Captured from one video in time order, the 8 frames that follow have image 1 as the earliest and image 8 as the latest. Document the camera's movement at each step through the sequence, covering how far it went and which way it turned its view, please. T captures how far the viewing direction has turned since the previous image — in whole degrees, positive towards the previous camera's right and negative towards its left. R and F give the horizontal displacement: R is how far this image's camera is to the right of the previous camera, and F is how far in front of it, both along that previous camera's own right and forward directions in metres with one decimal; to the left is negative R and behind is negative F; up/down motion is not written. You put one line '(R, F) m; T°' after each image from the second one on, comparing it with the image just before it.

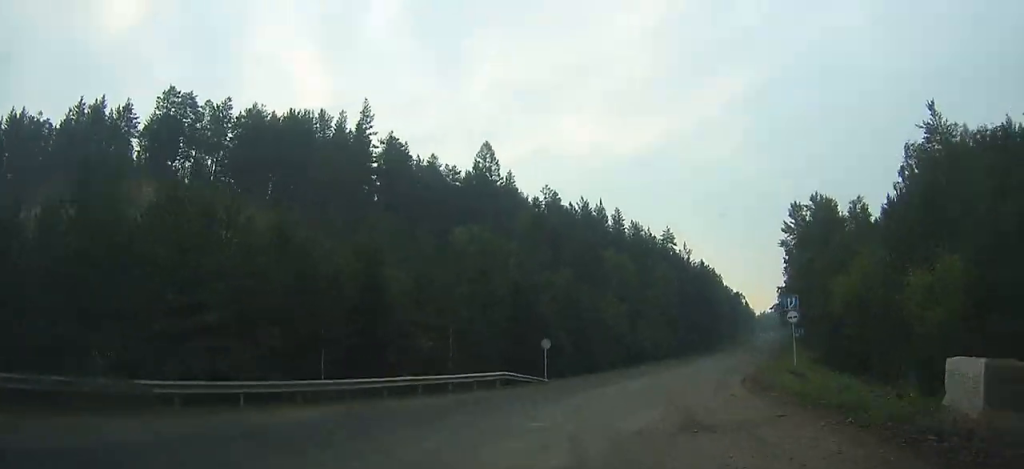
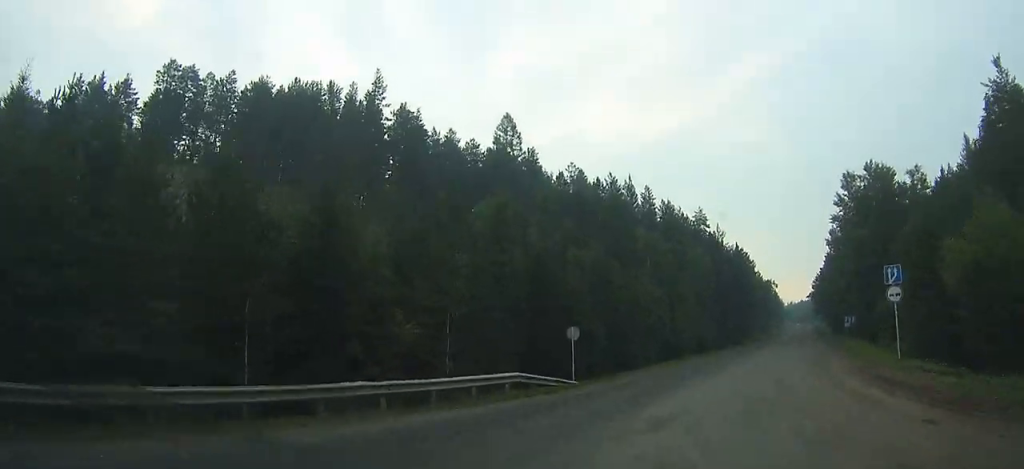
(+0.5, +10.0) m; +5°
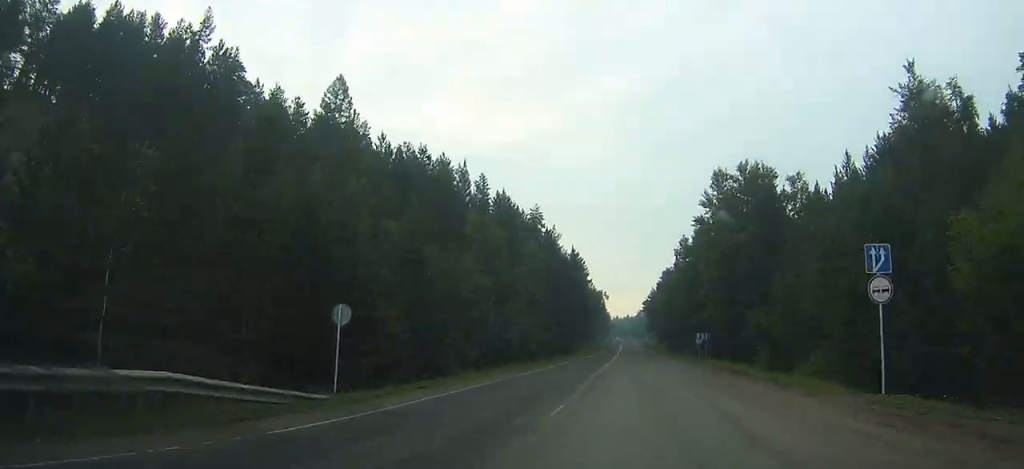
(-0.1, +13.6) m; +8°
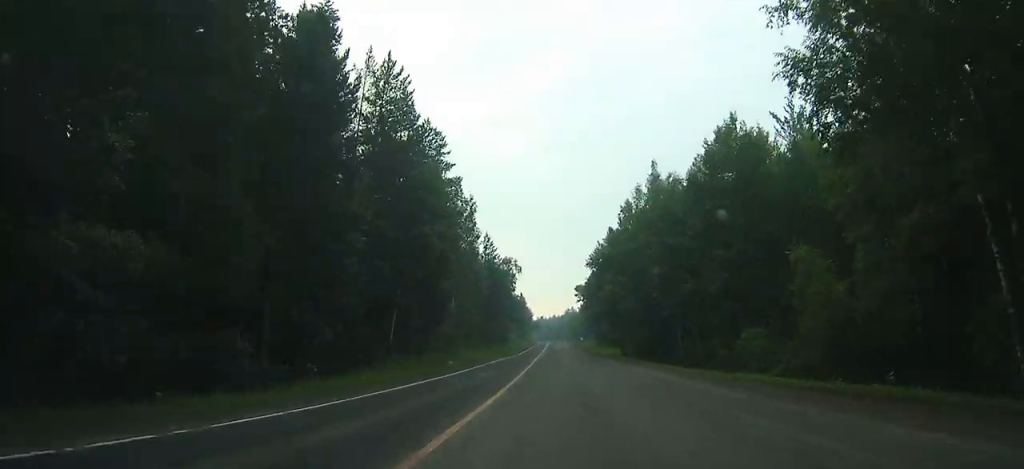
(+10.5, +79.2) m; +8°
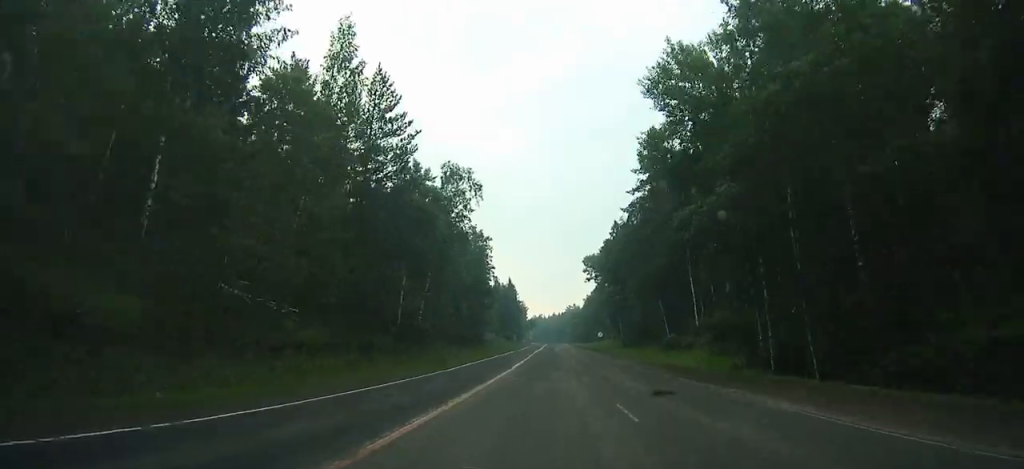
(0.0, +57.6) m; 0°
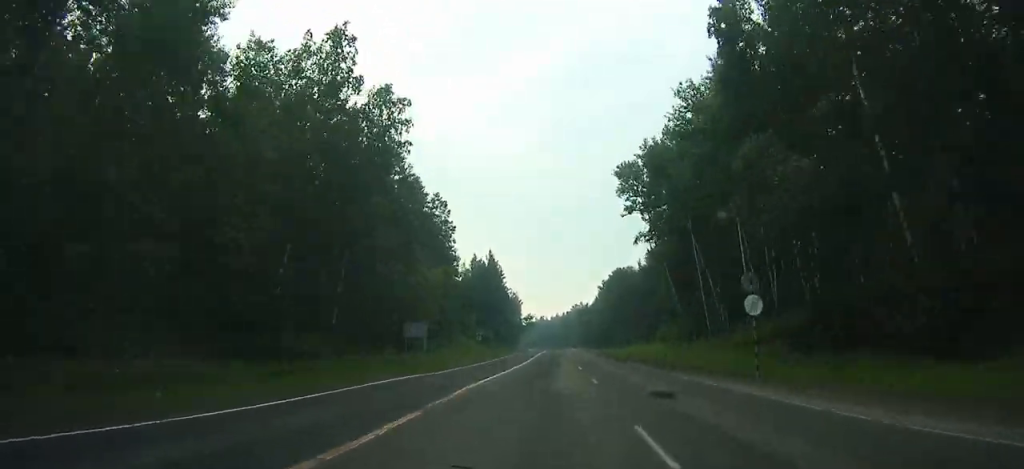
(0.0, +61.6) m; 0°
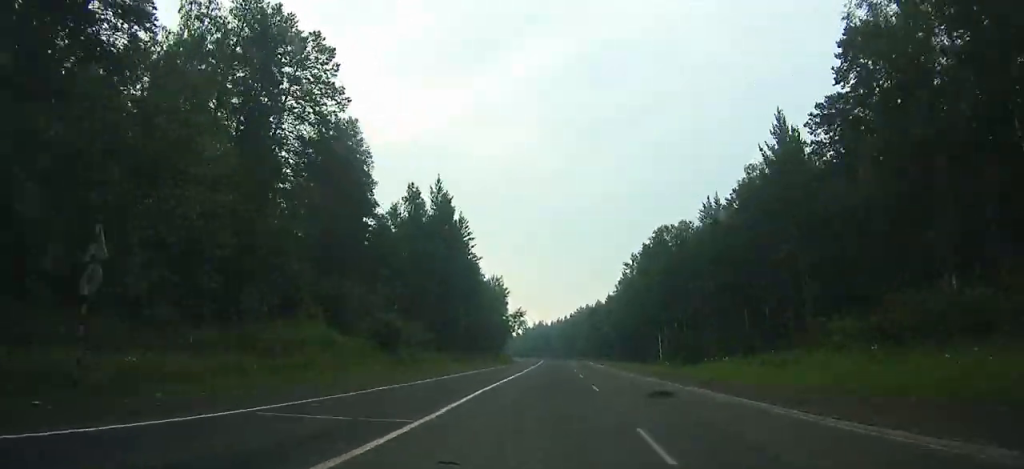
(-0.2, +58.9) m; -1°
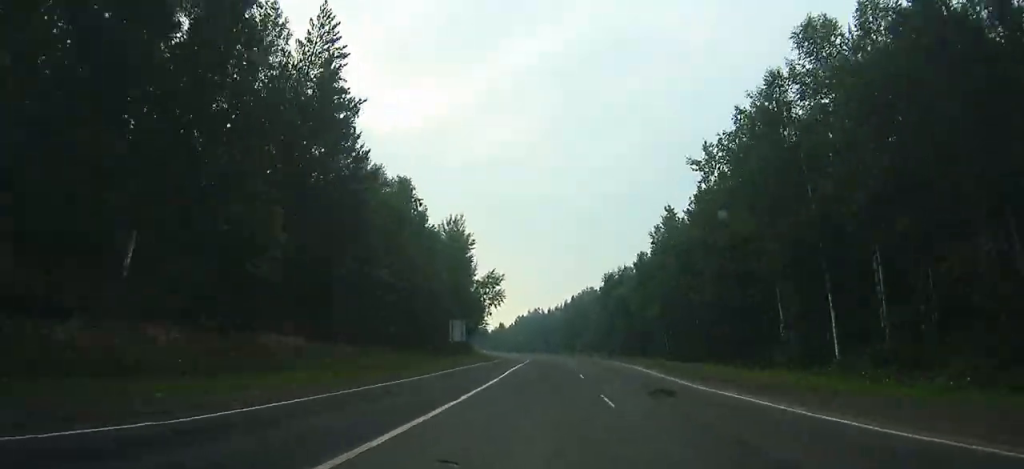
(-0.5, +55.6) m; -1°
